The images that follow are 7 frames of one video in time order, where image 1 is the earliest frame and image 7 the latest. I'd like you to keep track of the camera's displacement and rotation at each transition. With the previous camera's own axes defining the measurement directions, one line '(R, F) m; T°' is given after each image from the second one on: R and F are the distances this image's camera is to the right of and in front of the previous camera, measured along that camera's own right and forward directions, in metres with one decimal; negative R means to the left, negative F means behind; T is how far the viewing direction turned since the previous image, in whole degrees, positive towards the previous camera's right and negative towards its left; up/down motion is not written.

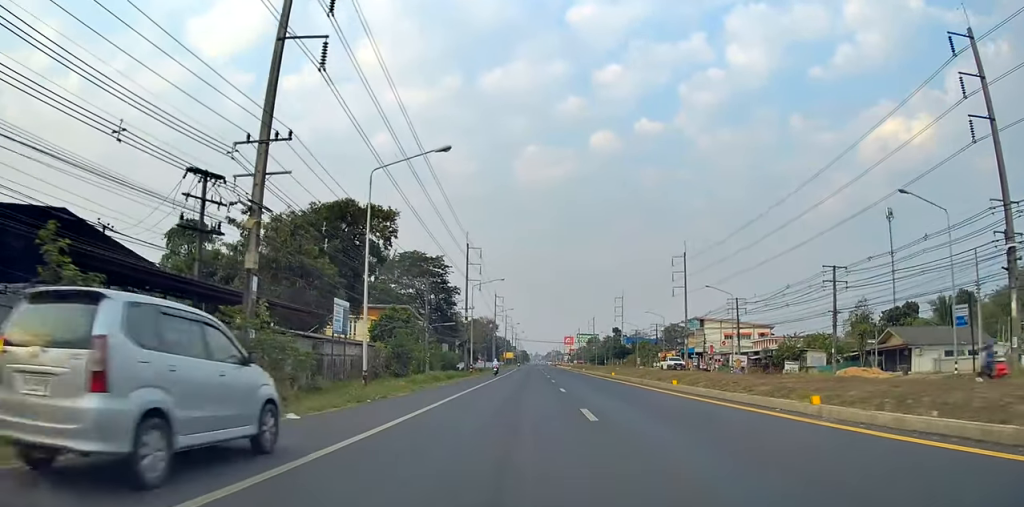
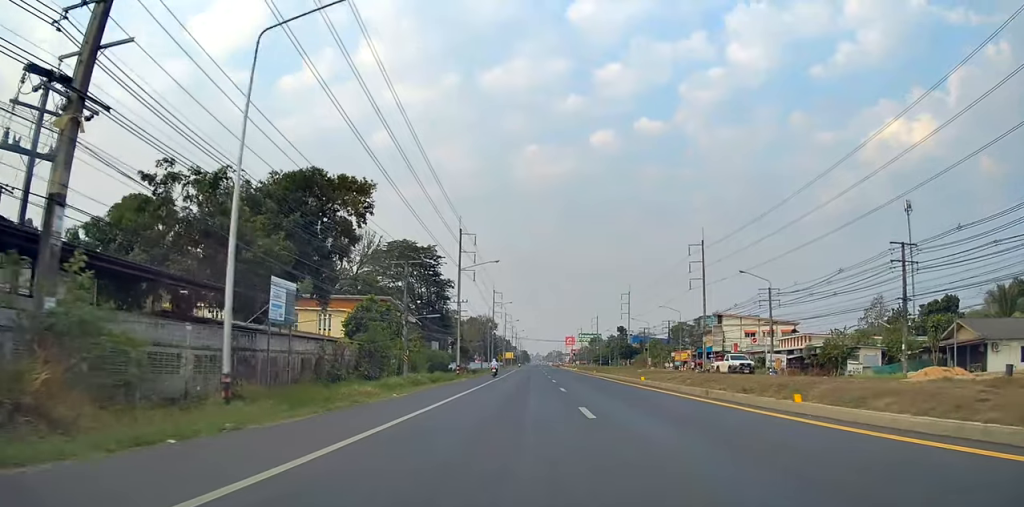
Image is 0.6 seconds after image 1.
(0.0, +11.5) m; 0°
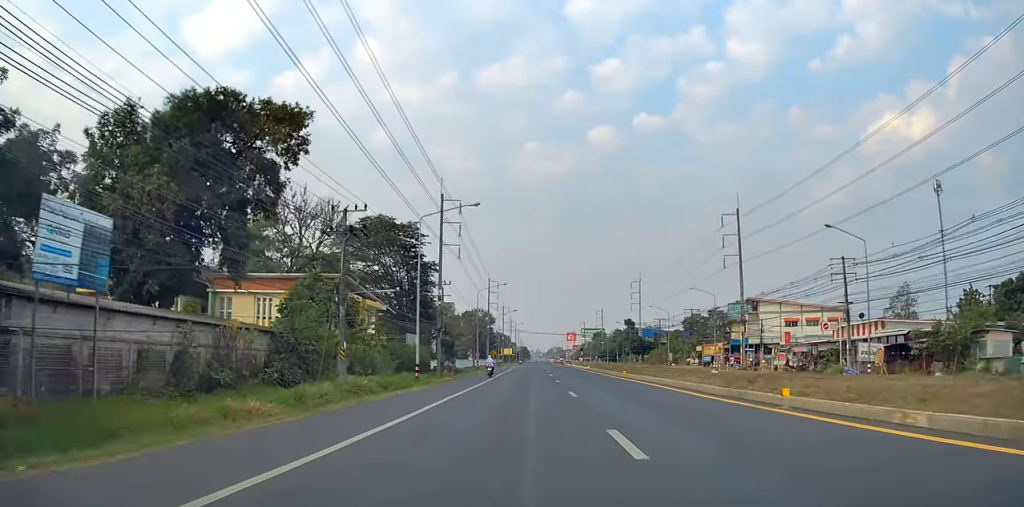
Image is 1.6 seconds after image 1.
(+0.1, +17.6) m; 0°
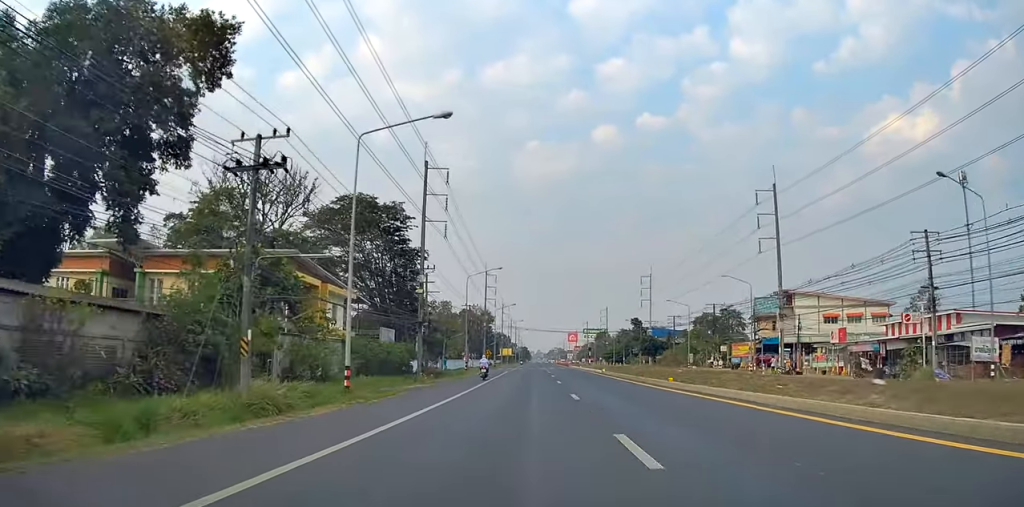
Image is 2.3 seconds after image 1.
(+0.1, +12.6) m; 0°
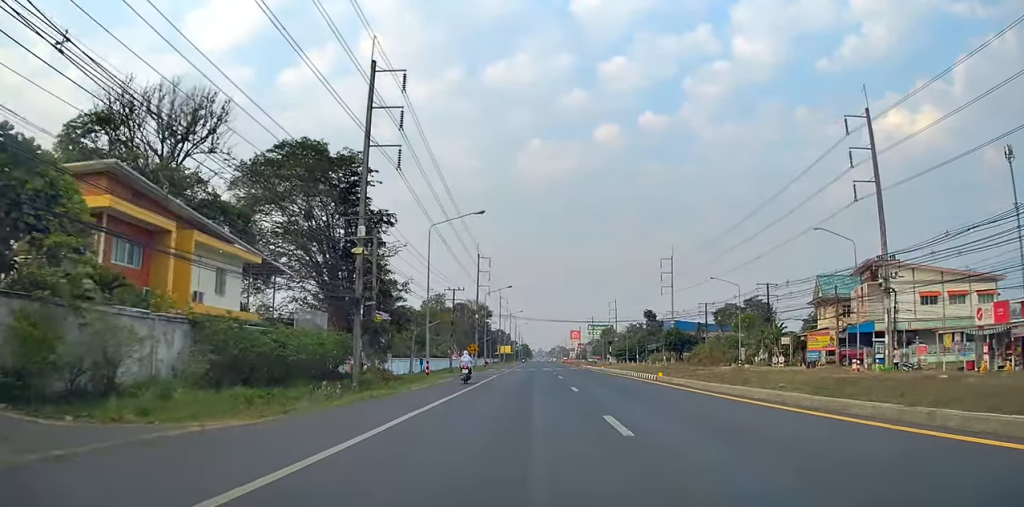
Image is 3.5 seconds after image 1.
(-0.4, +21.8) m; -1°
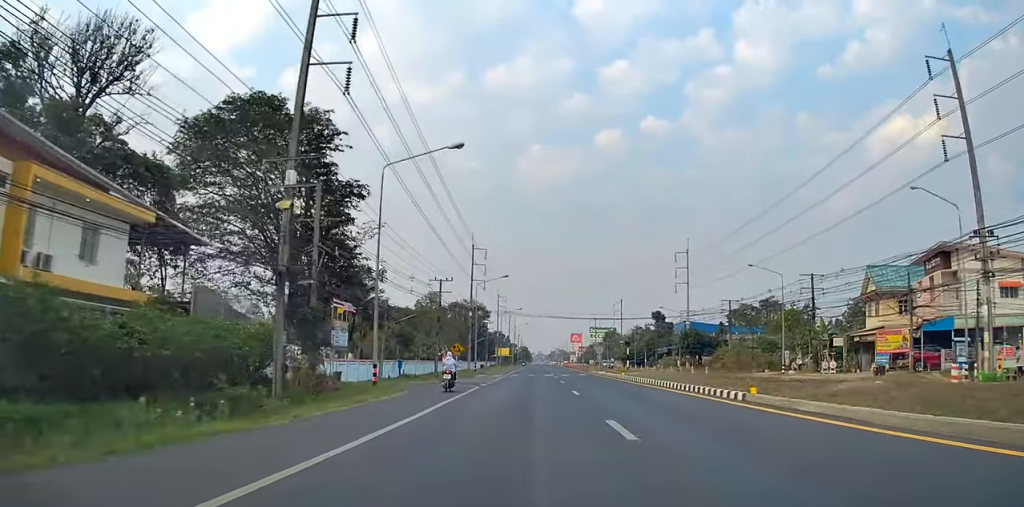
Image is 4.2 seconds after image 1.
(0.0, +11.5) m; 0°
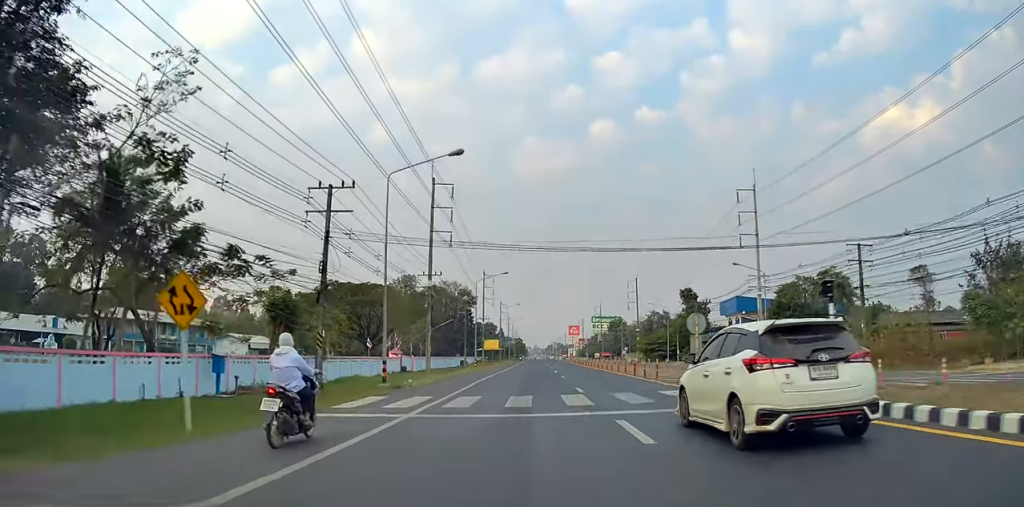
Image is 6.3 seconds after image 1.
(+0.1, +36.5) m; 0°
